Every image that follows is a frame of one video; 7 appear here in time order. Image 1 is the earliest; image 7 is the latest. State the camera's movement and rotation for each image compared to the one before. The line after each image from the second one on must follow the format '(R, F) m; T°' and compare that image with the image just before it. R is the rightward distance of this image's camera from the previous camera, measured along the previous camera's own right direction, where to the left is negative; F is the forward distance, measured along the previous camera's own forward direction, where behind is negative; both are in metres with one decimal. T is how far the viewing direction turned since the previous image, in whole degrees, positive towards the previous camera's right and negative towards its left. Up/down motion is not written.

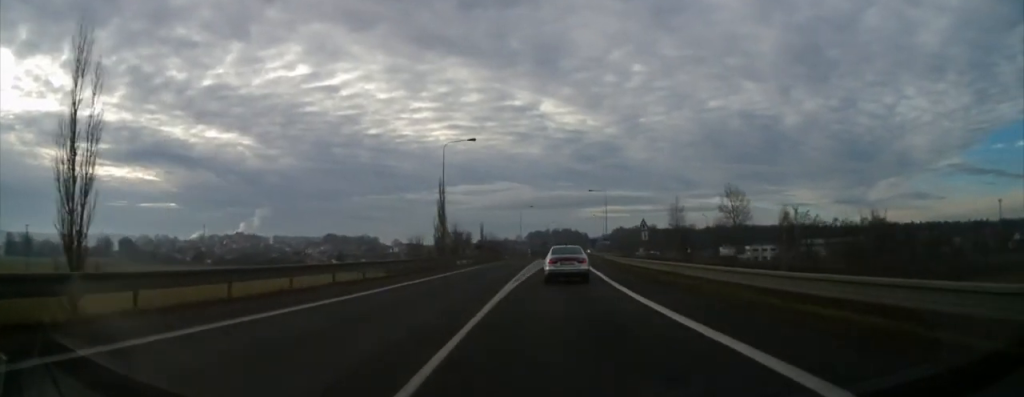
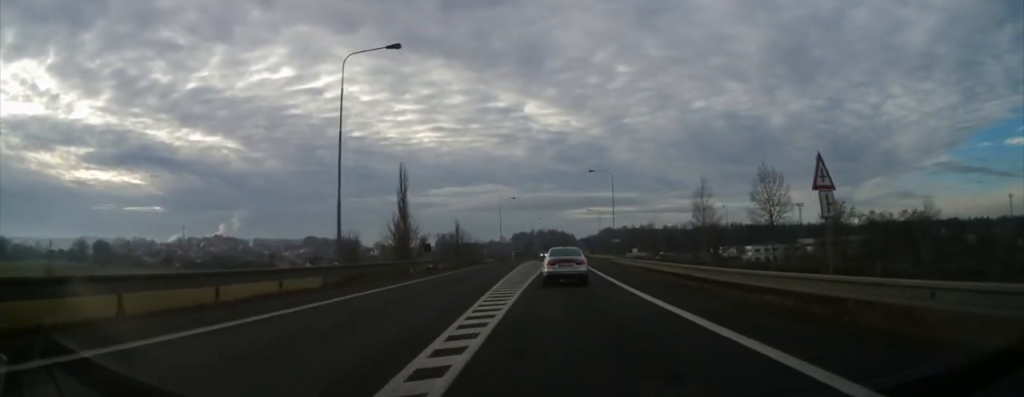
(-0.1, +24.1) m; 0°
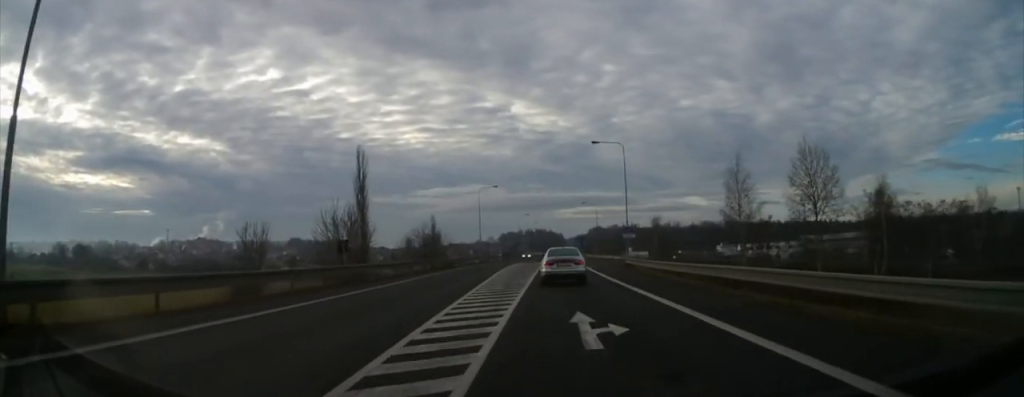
(+0.2, +18.0) m; +1°
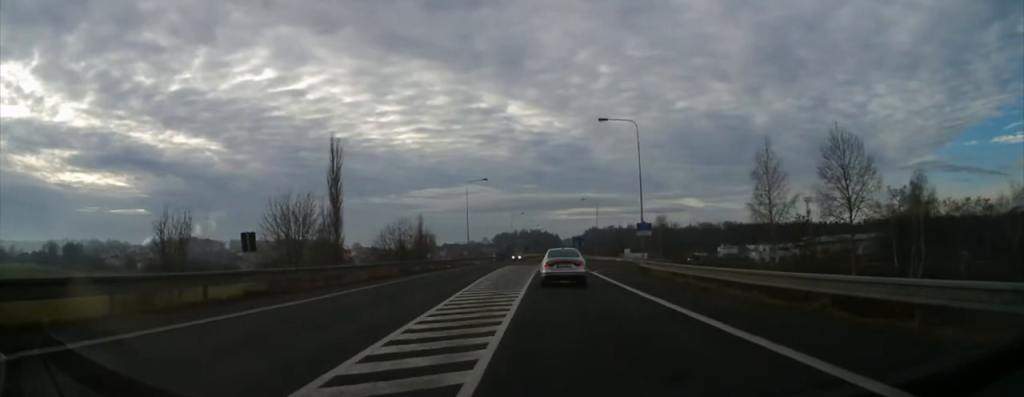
(+0.2, +9.3) m; +1°
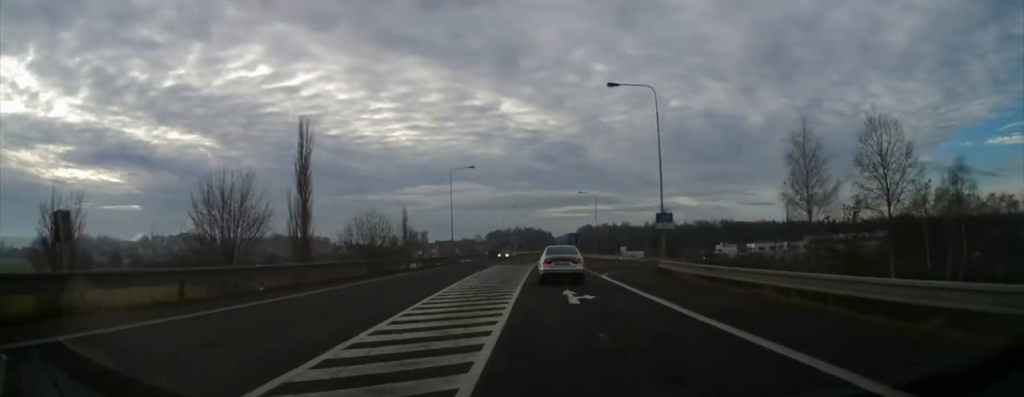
(0.0, +8.5) m; 0°
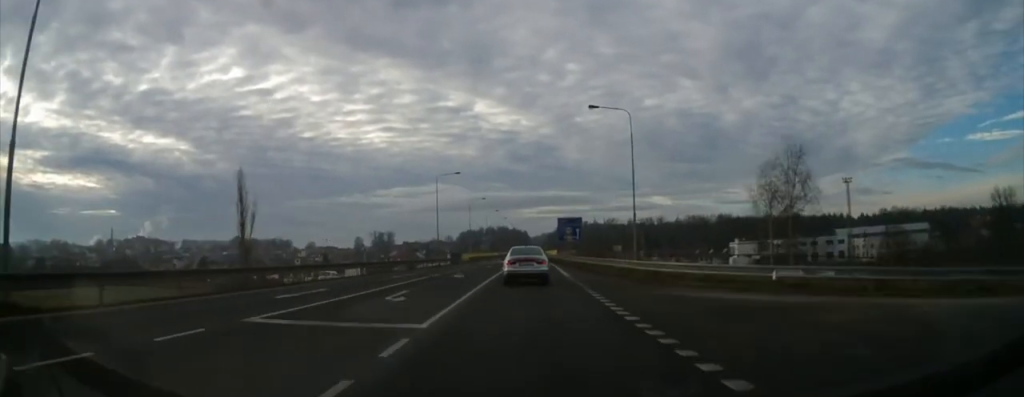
(+1.5, +55.8) m; +4°
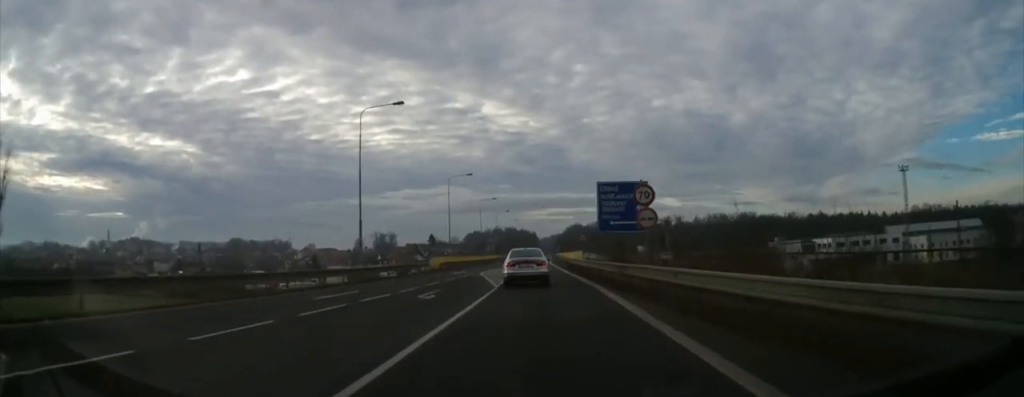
(+0.5, +33.2) m; 0°
